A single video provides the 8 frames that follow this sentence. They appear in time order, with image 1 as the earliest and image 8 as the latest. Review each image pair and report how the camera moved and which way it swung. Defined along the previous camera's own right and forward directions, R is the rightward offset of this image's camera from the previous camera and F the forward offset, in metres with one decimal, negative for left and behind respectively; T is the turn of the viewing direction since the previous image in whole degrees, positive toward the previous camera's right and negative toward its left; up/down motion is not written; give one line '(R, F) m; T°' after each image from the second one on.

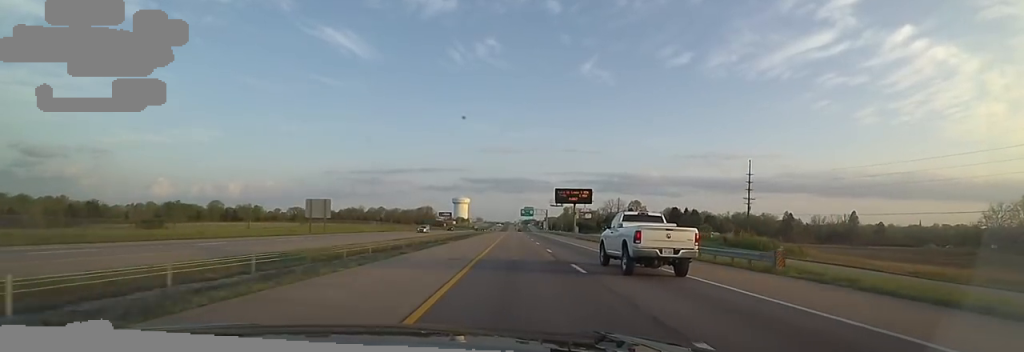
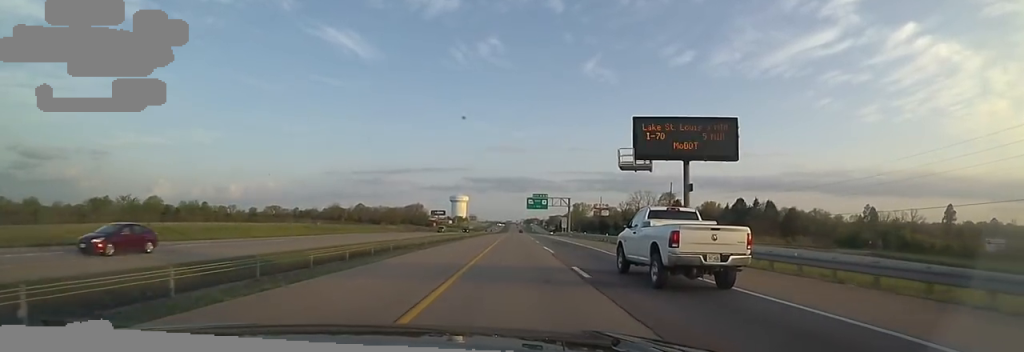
(0.0, +62.0) m; 0°
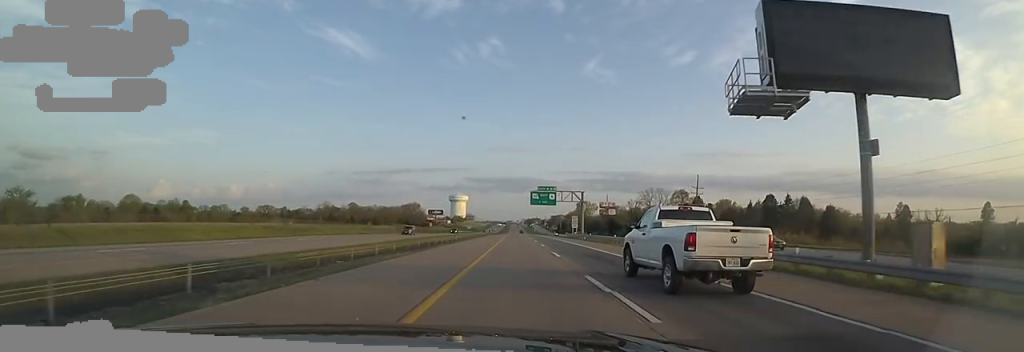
(-0.5, +18.9) m; 0°
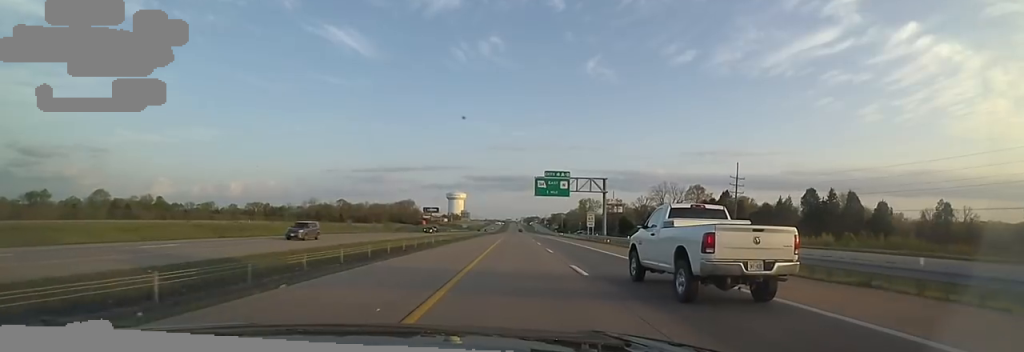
(+0.6, +20.4) m; 0°
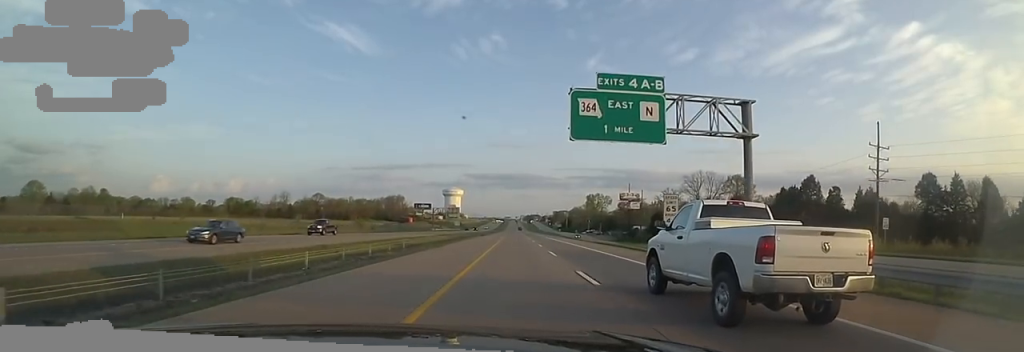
(-0.3, +37.4) m; 0°
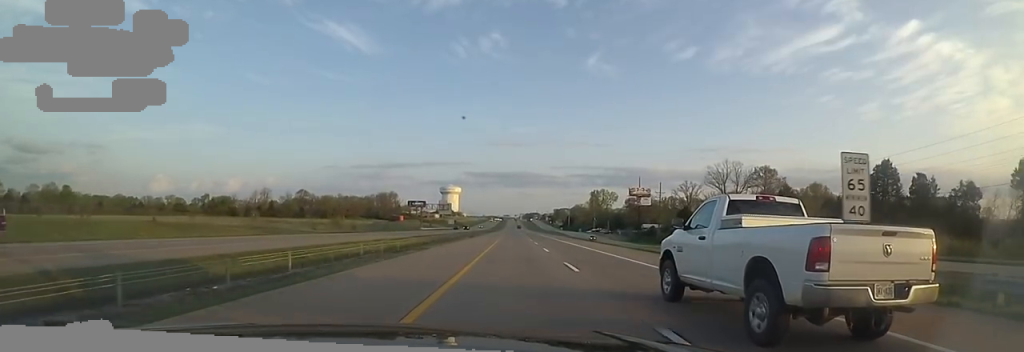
(+0.3, +20.8) m; 0°
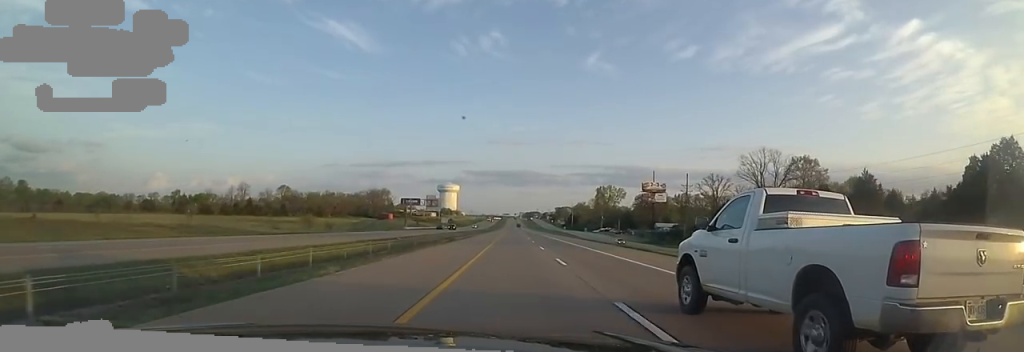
(0.0, +22.2) m; -1°
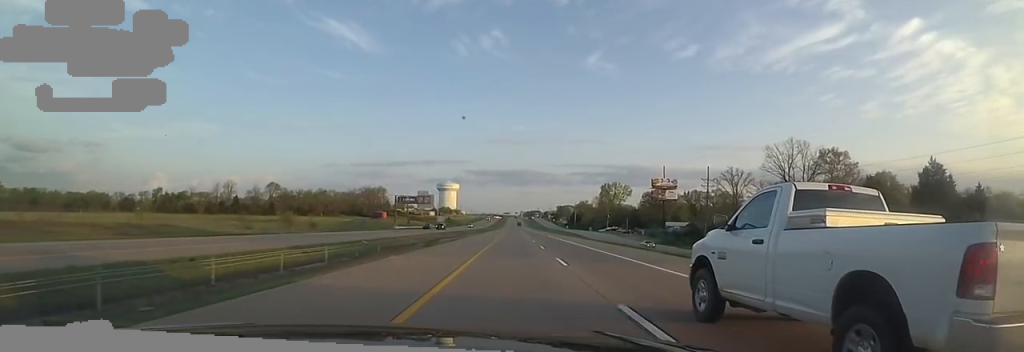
(-0.2, +12.9) m; -1°
